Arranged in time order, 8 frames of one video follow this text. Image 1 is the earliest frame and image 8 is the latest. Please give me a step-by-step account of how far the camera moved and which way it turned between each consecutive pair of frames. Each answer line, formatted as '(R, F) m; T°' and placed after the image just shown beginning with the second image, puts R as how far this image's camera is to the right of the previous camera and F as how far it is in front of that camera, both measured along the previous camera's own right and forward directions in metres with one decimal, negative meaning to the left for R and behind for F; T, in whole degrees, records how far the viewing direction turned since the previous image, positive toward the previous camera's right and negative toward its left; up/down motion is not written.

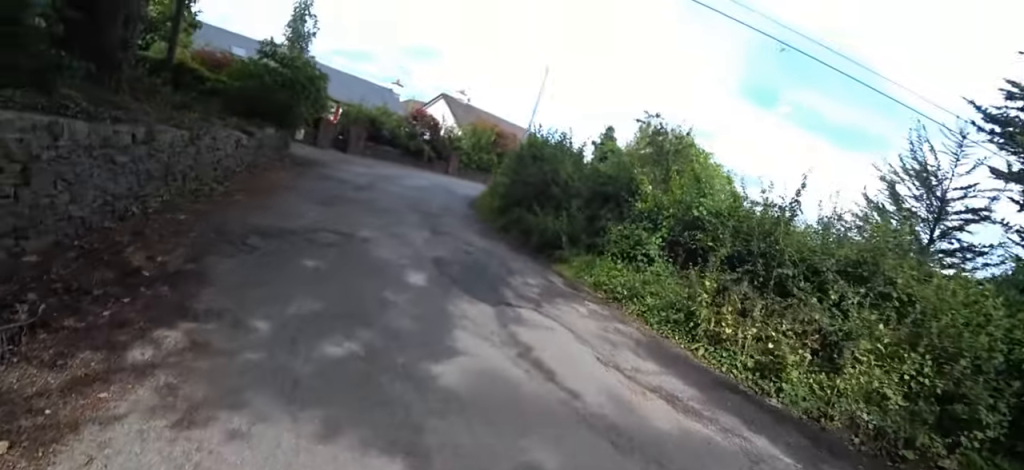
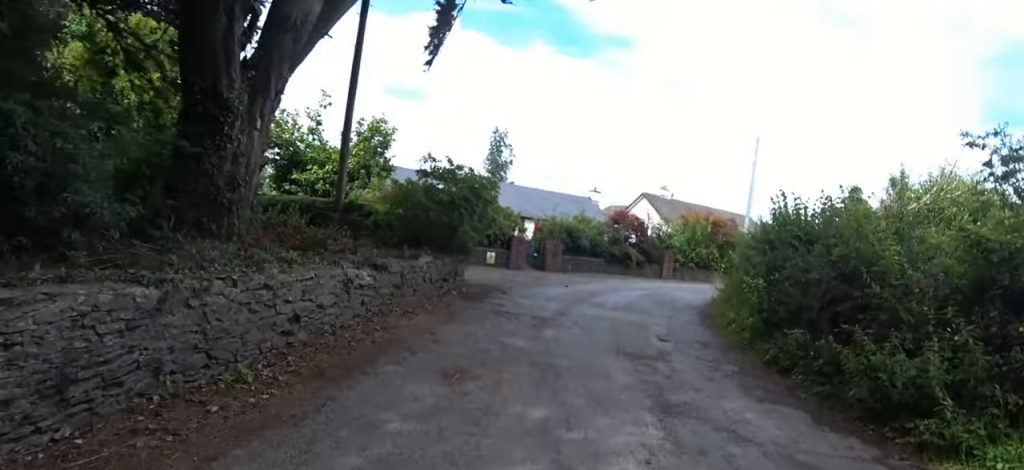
(-1.3, +2.8) m; -28°
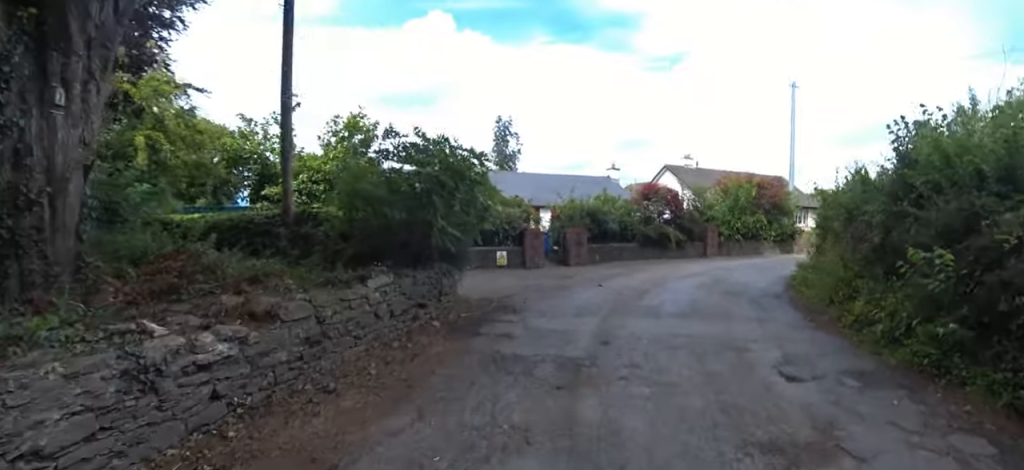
(-0.1, +2.7) m; -3°
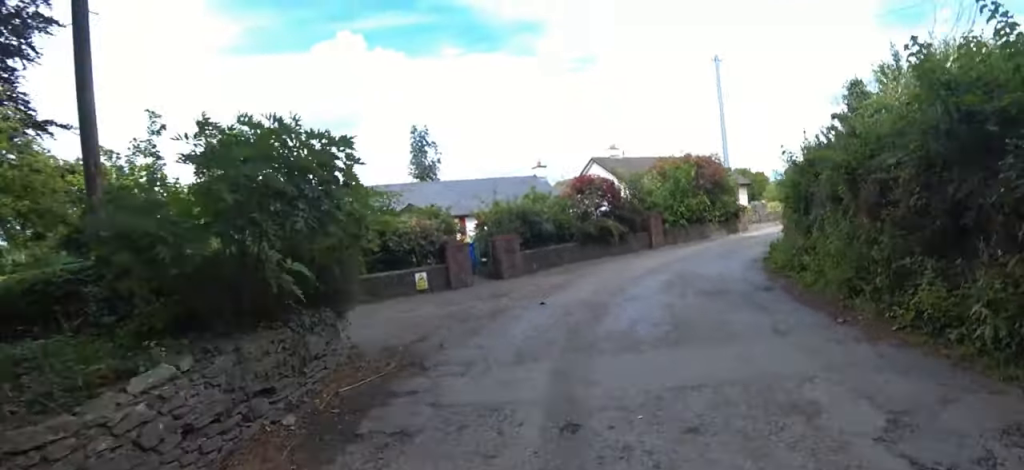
(0.0, +2.0) m; +2°
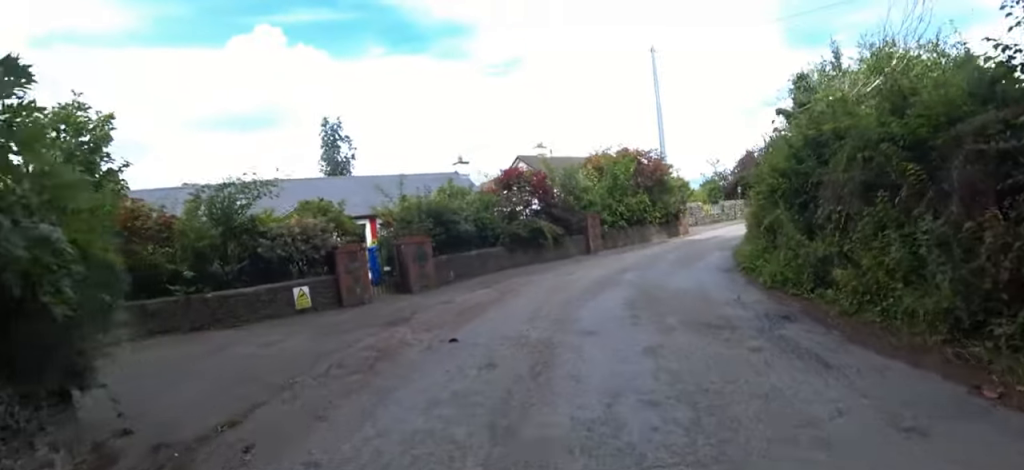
(-0.1, +2.3) m; +6°
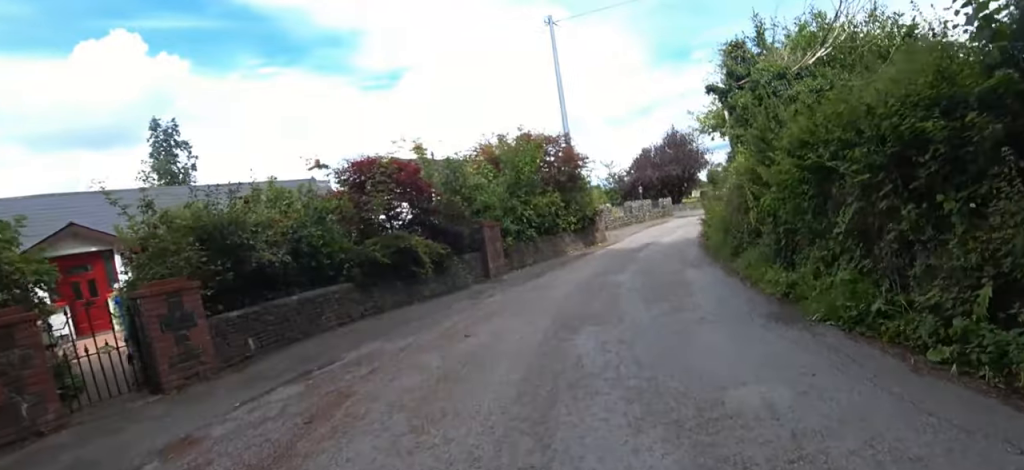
(+0.6, +4.3) m; +3°
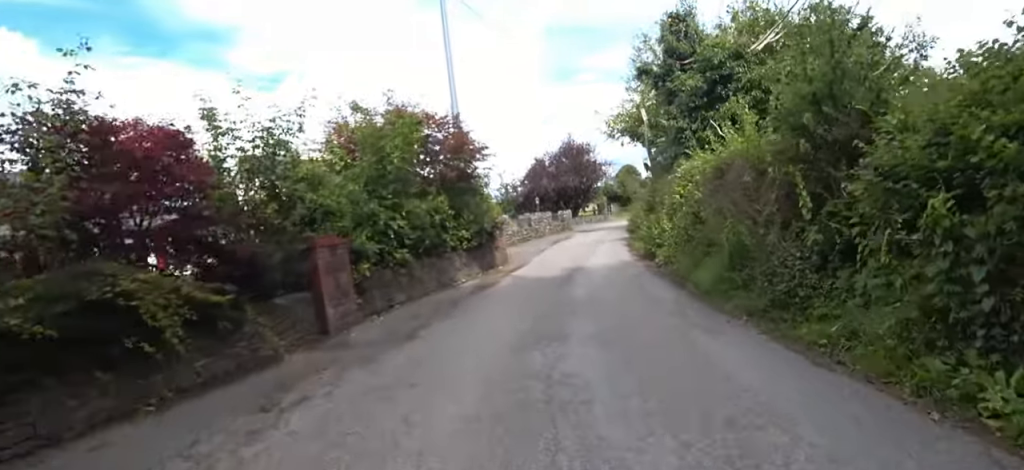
(-0.5, +3.6) m; +7°
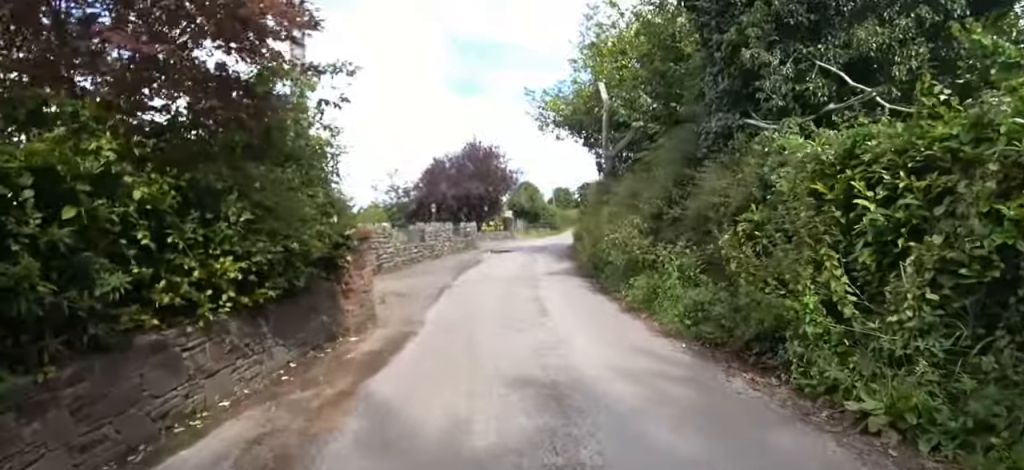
(+1.0, +5.2) m; +6°
